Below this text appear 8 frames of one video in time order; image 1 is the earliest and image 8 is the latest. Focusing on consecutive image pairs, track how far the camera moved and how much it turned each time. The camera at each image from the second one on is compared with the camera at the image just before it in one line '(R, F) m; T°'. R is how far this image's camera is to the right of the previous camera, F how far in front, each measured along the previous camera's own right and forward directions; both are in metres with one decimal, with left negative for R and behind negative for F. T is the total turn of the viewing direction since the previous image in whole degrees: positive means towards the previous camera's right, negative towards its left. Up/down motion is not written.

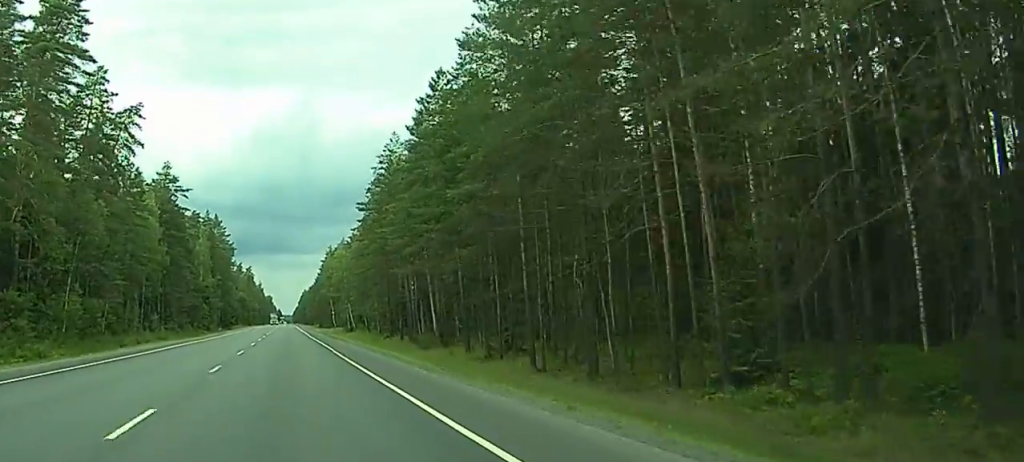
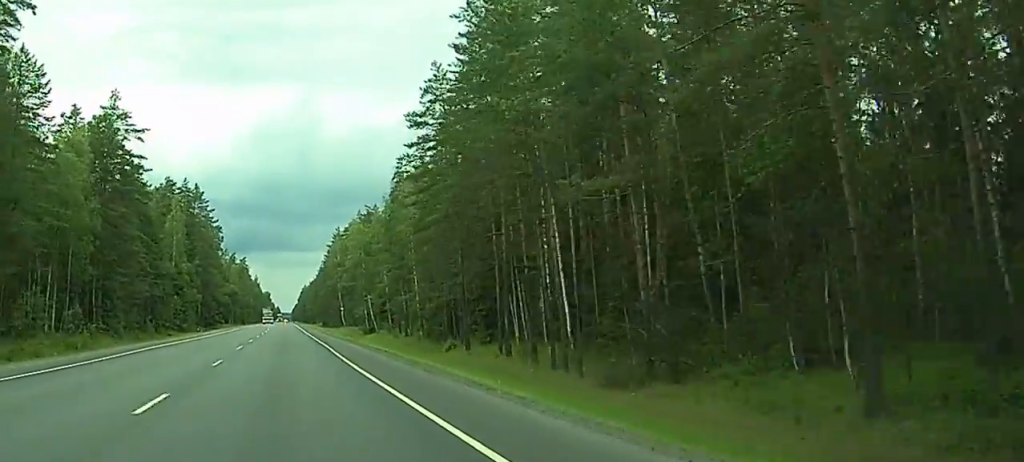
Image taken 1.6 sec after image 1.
(-0.3, +45.9) m; 0°
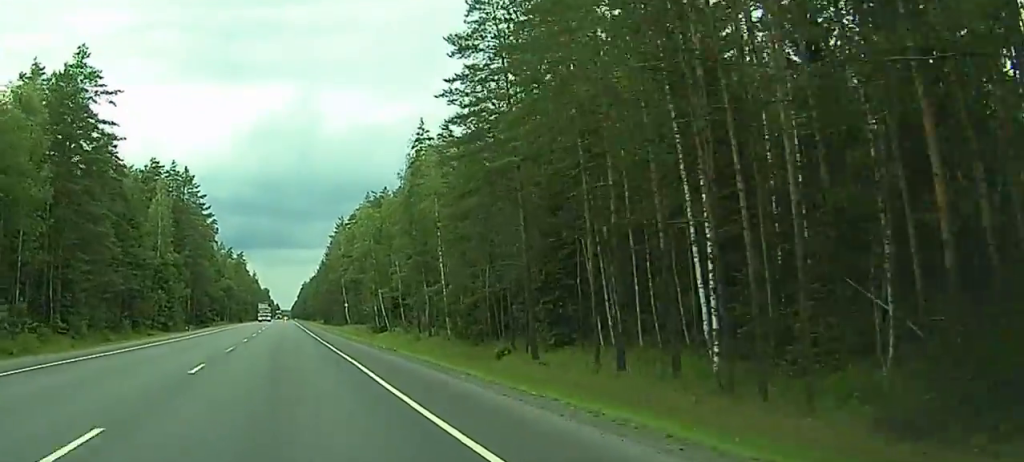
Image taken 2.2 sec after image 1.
(+0.1, +16.7) m; 0°
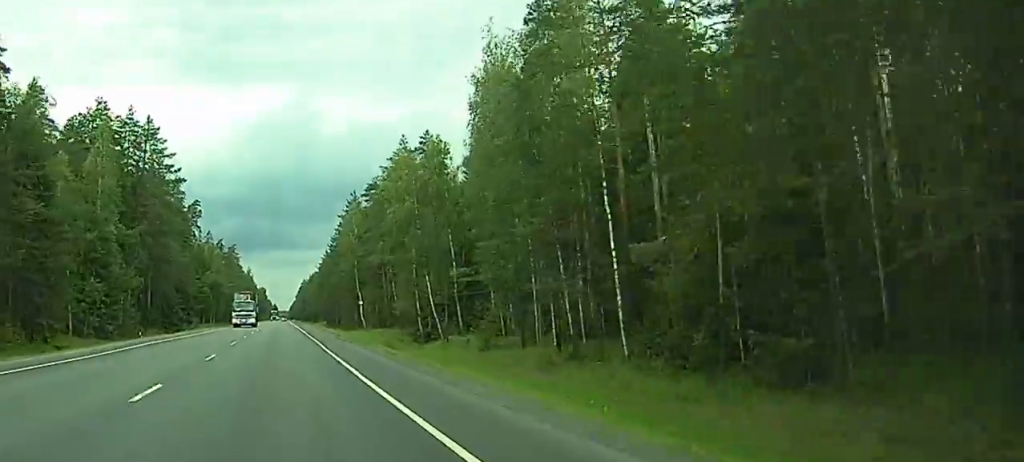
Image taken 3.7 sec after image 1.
(-0.1, +41.7) m; 0°
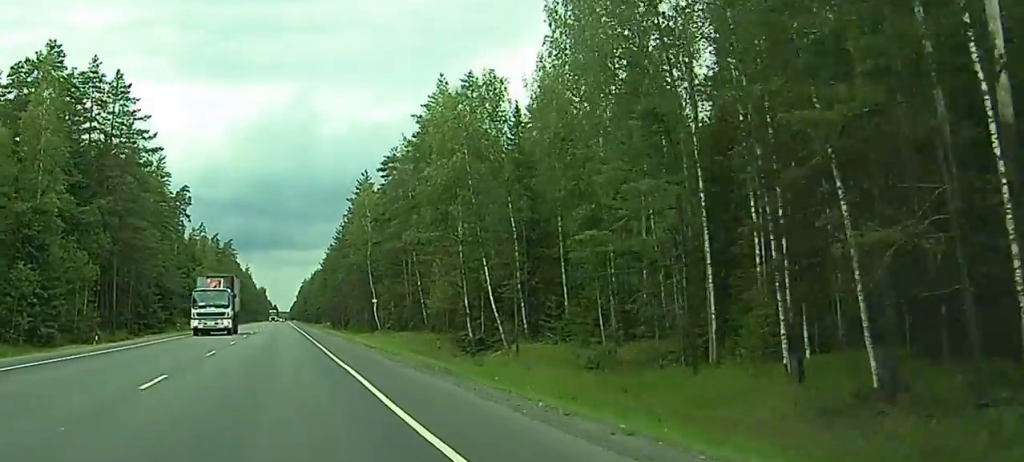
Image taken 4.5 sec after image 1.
(-0.1, +22.3) m; +1°
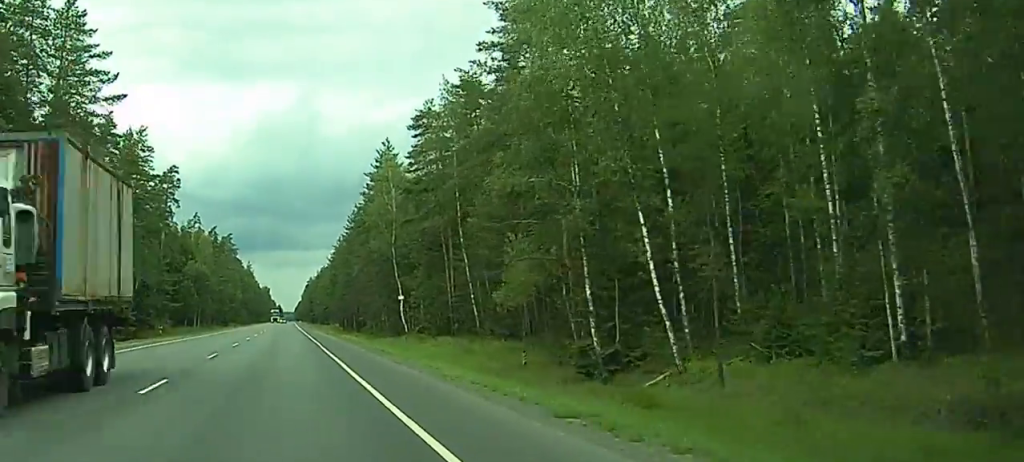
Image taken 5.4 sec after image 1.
(+0.4, +24.1) m; +1°
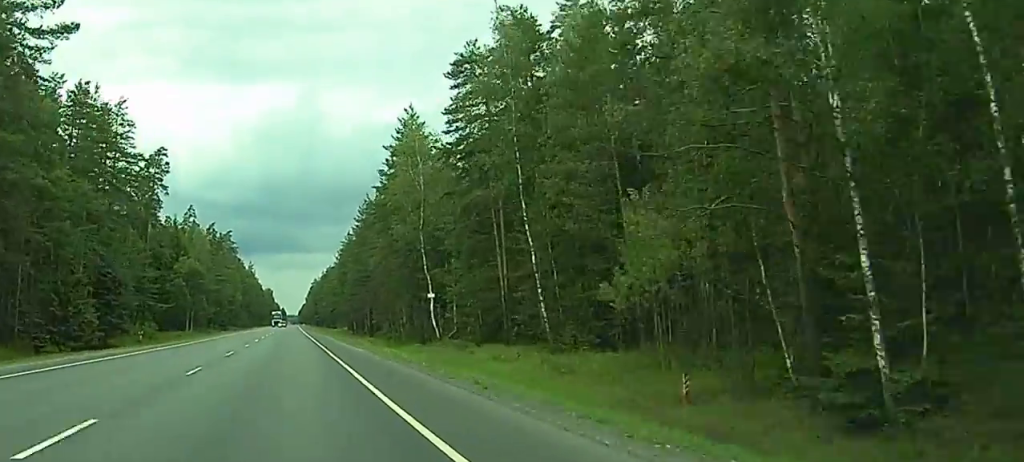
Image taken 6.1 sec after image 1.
(0.0, +18.6) m; 0°
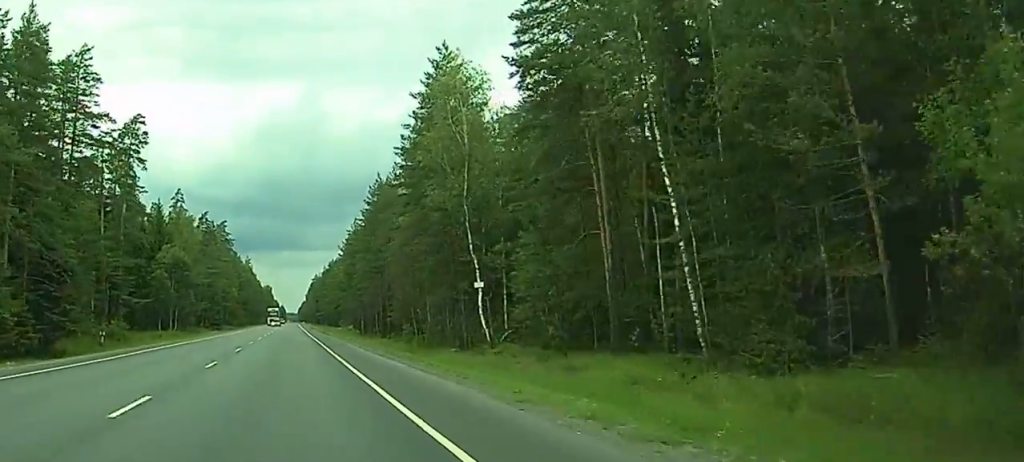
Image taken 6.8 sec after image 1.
(0.0, +20.5) m; 0°
